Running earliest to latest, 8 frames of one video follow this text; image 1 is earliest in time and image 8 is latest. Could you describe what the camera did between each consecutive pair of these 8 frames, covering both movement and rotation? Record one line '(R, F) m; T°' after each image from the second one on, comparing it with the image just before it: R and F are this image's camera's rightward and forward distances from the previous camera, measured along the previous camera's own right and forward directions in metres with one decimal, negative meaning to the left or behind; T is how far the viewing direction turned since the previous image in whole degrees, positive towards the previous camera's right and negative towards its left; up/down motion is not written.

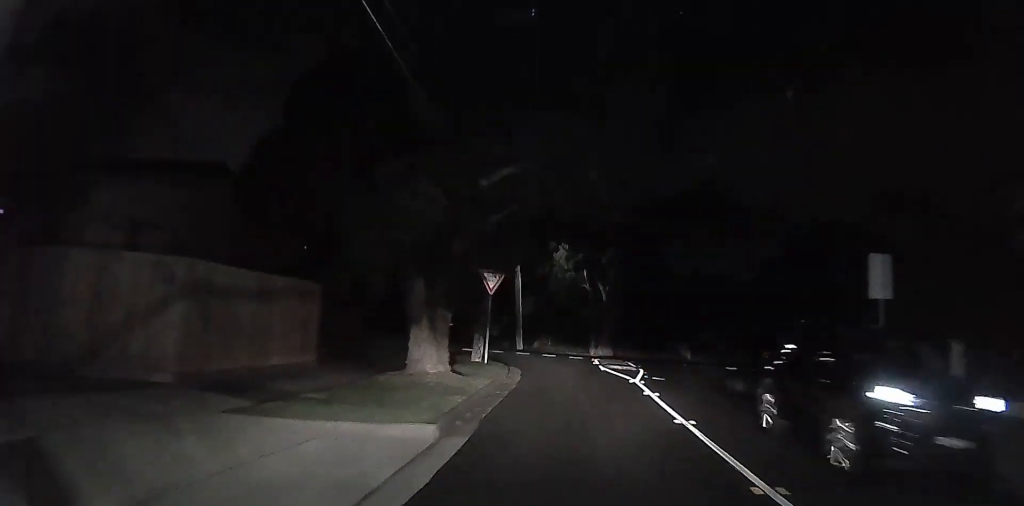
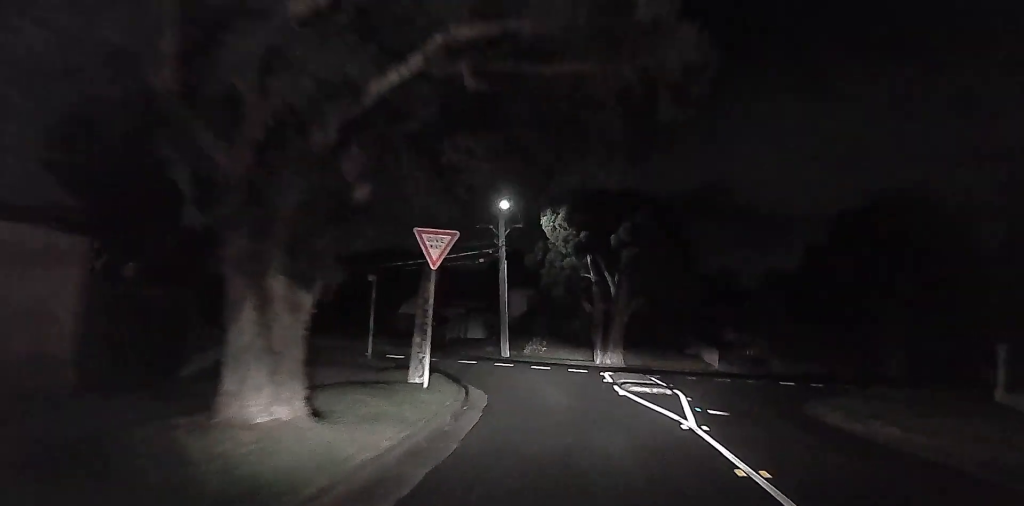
(-0.3, +2.9) m; -17°
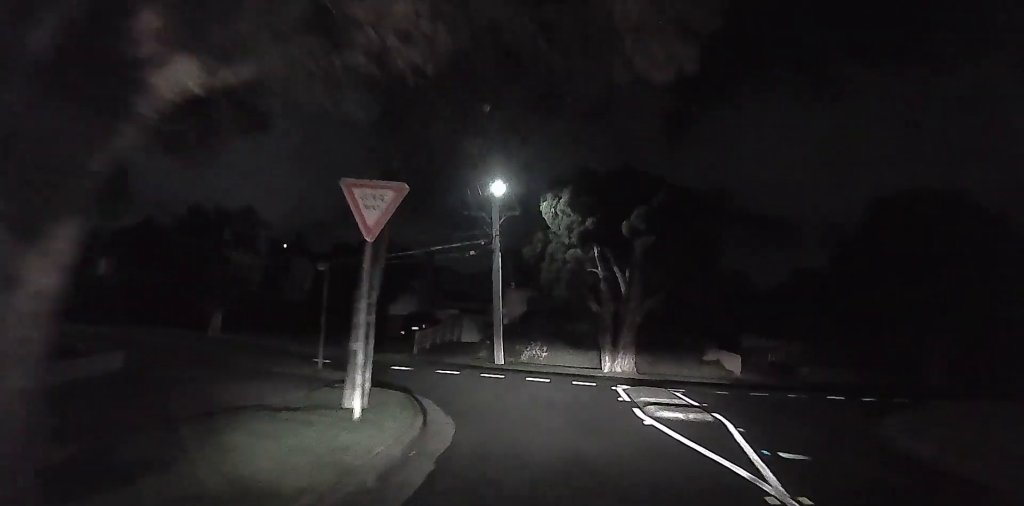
(-0.4, +1.4) m; -10°
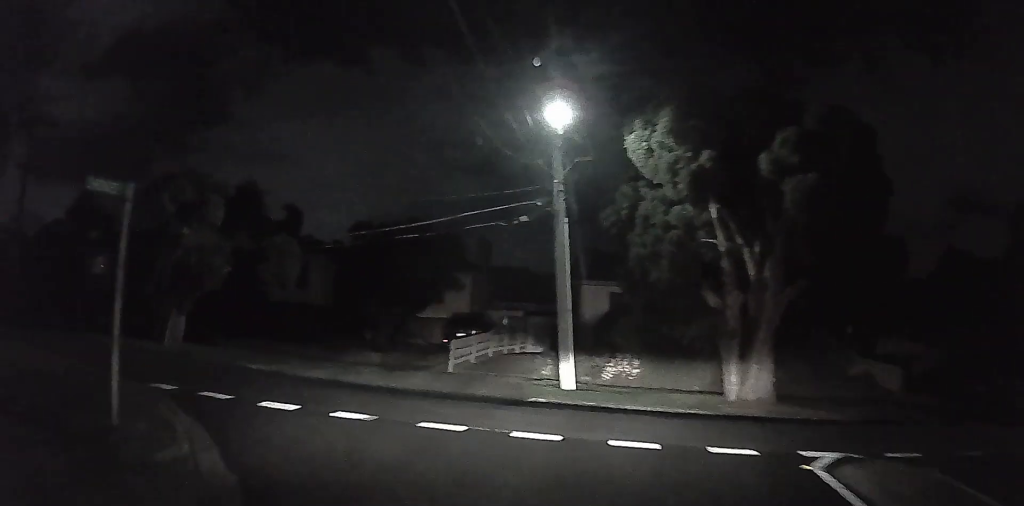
(-0.6, +4.1) m; -23°
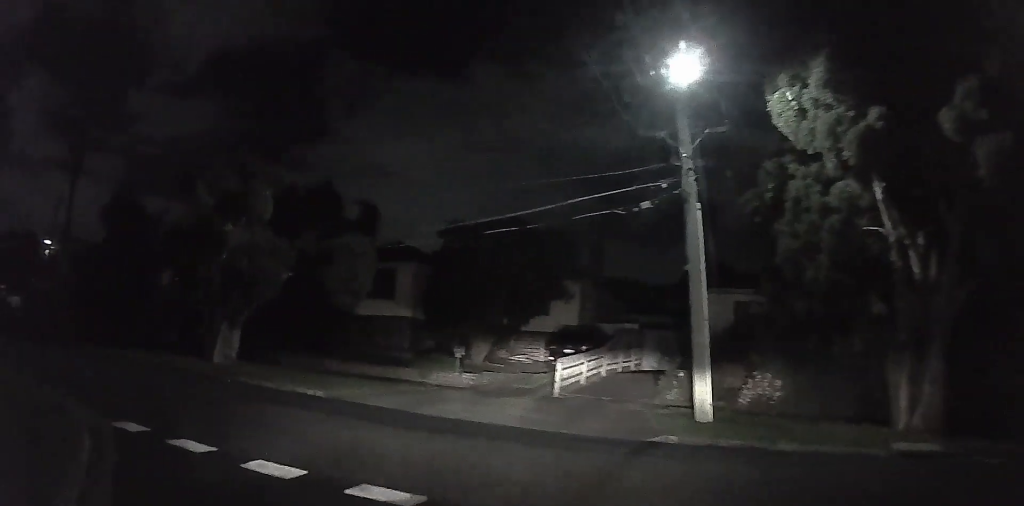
(-0.7, +3.2) m; -23°
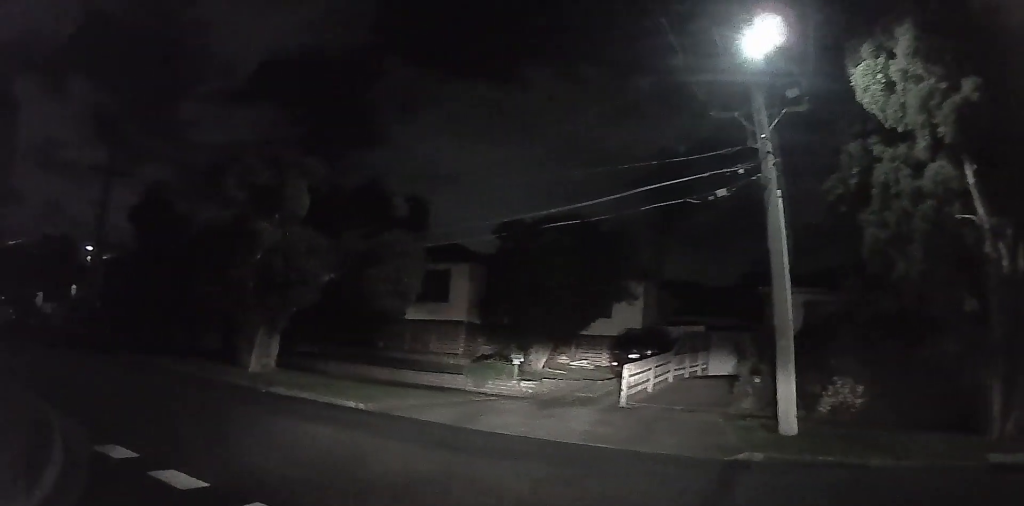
(-0.5, +3.4) m; -6°
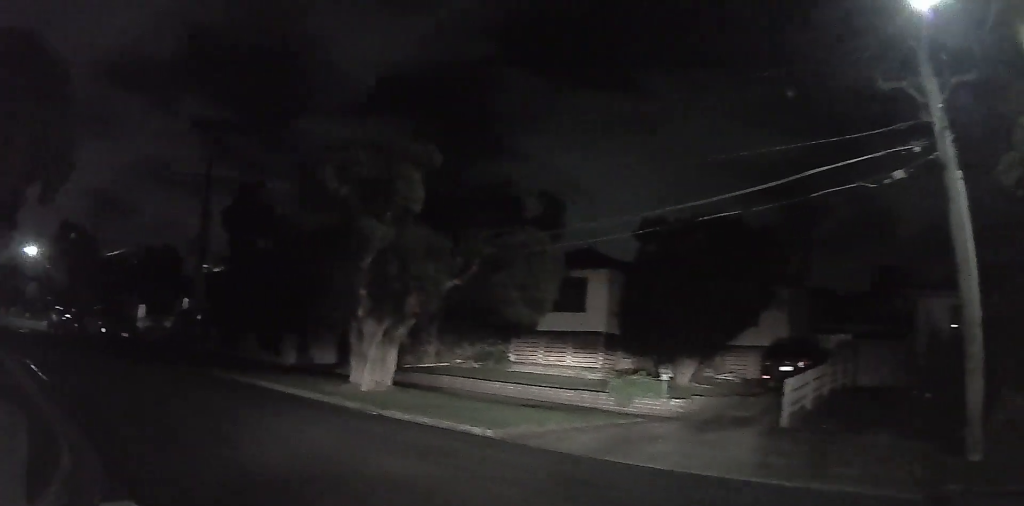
(+0.1, +8.2) m; +6°
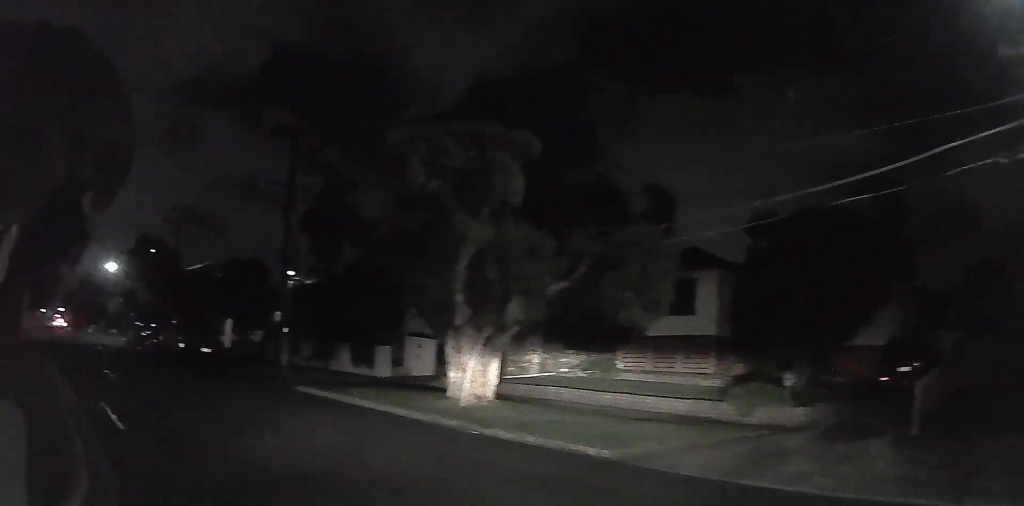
(+0.4, +4.3) m; +2°
